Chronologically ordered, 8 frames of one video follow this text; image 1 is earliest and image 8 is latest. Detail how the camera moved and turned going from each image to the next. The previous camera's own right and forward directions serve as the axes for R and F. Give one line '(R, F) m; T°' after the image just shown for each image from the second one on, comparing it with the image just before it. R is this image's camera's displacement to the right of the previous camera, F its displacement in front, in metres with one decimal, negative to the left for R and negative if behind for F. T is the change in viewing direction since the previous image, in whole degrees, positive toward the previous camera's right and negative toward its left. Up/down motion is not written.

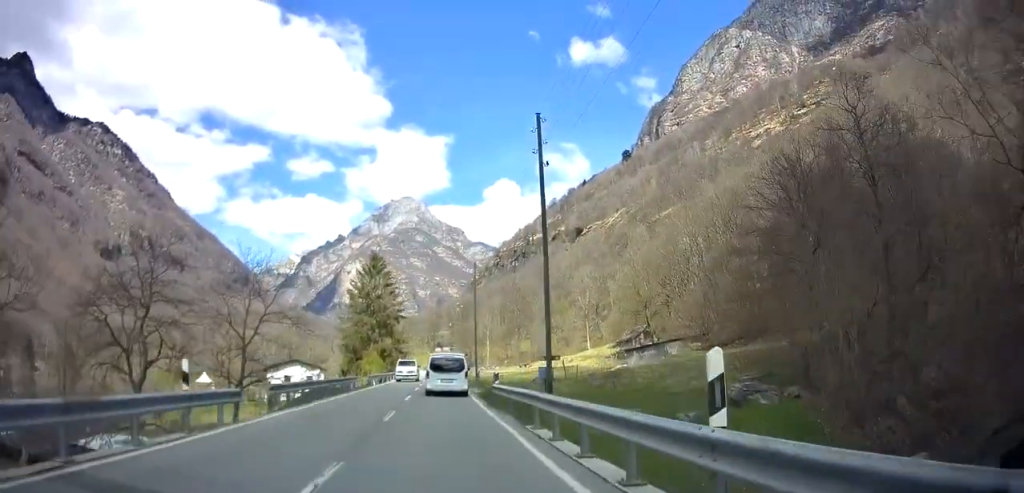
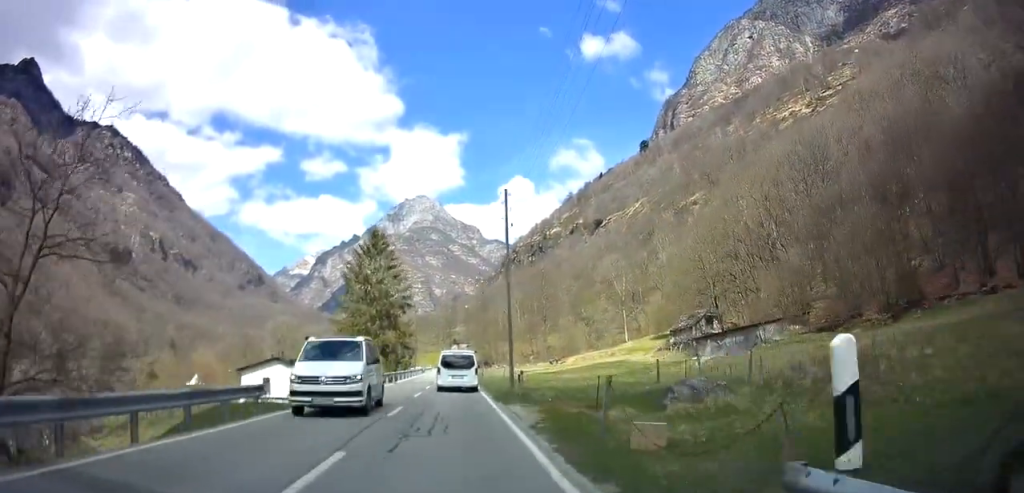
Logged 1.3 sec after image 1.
(-0.4, +17.4) m; -1°
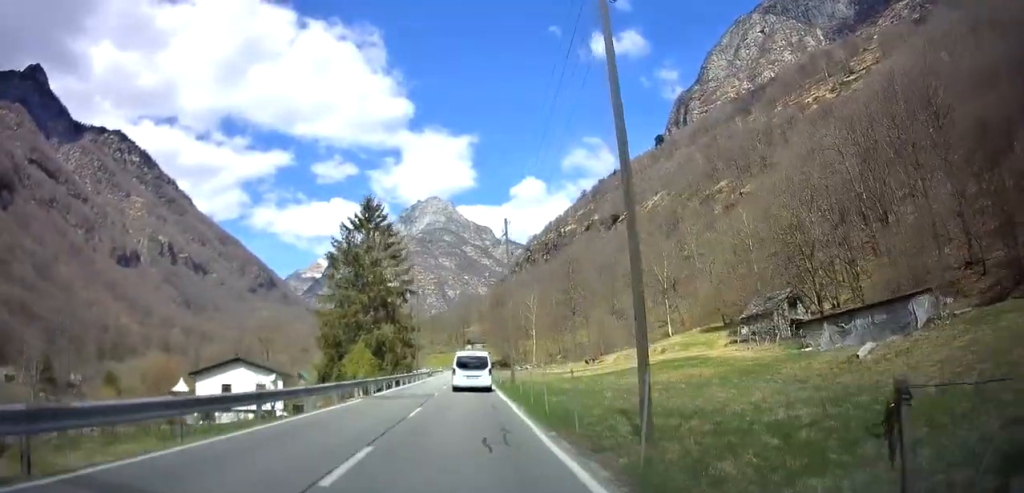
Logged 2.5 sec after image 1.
(-0.2, +17.3) m; -2°
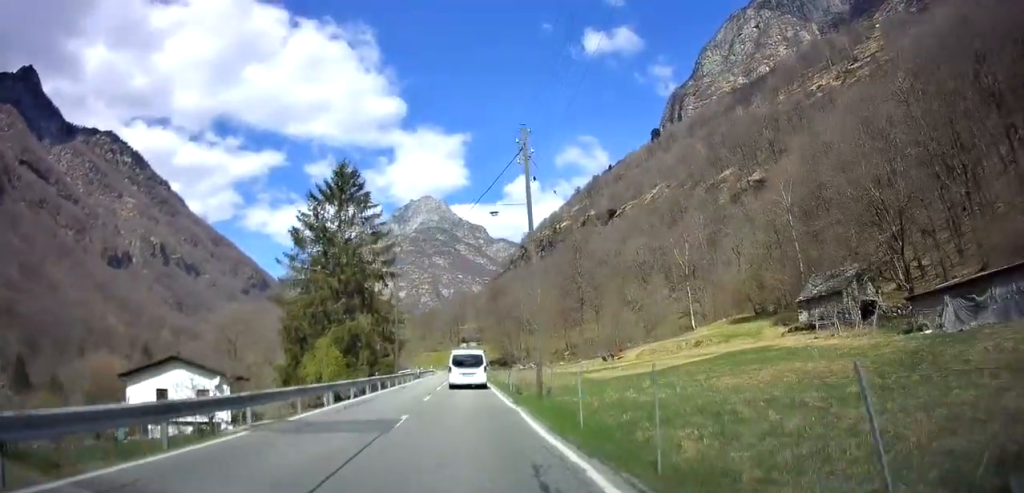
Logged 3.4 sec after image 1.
(-0.3, +12.7) m; -1°
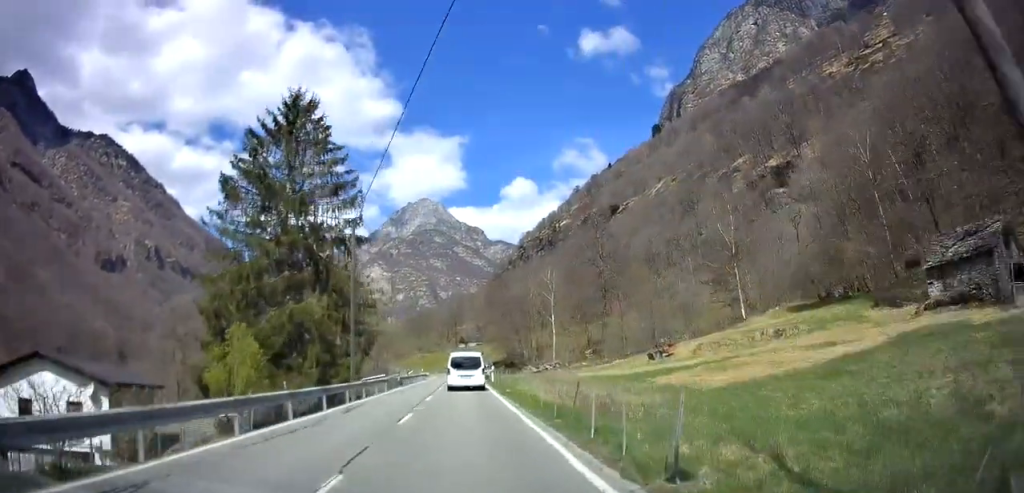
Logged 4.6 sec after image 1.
(+0.1, +16.7) m; +1°
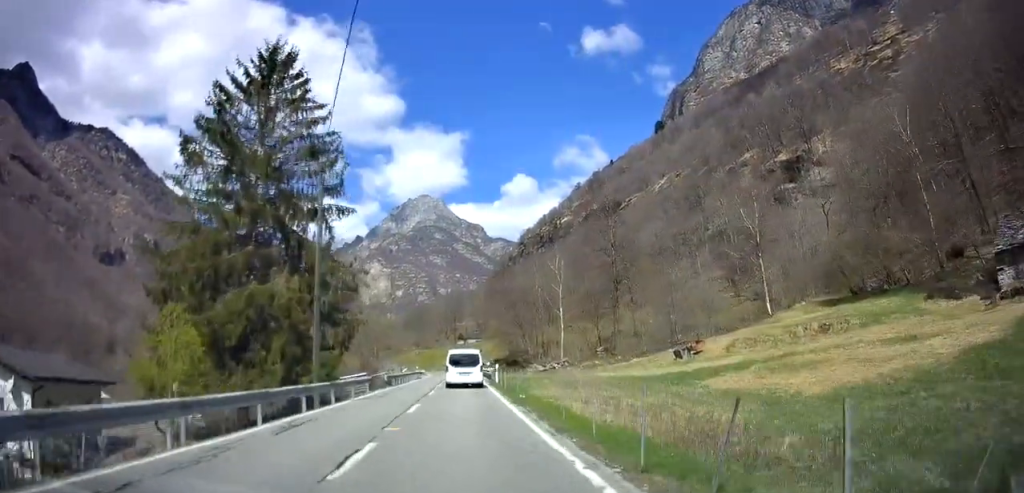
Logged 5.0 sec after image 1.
(+0.1, +6.2) m; 0°
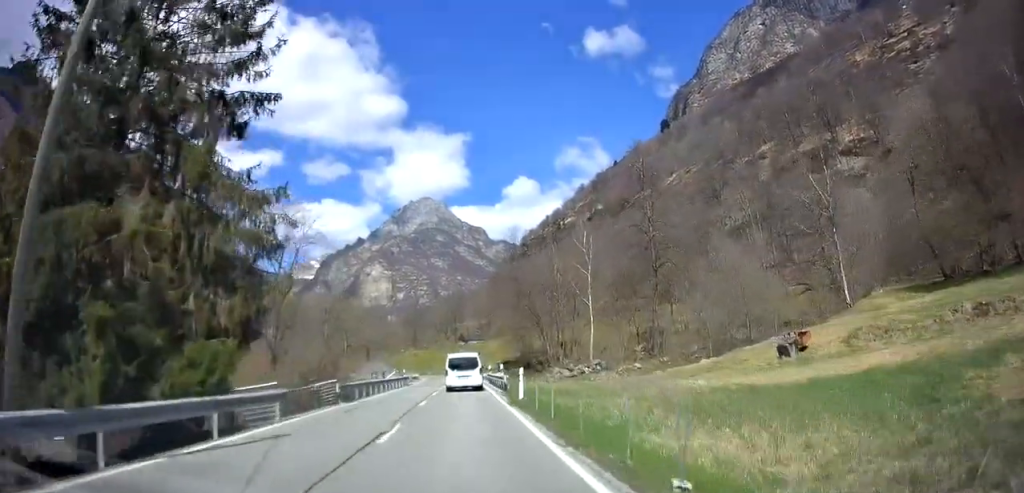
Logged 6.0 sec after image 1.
(+0.1, +14.7) m; 0°
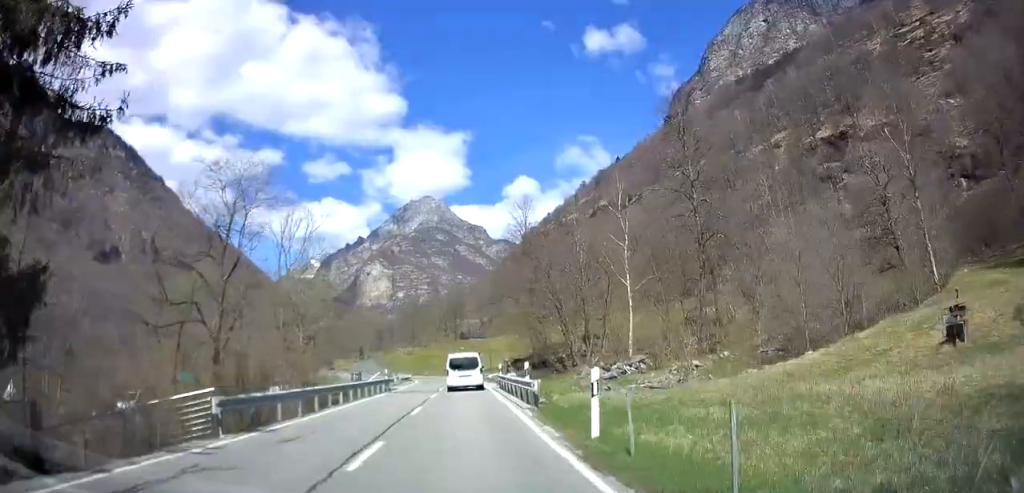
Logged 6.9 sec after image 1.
(-0.1, +12.1) m; 0°
